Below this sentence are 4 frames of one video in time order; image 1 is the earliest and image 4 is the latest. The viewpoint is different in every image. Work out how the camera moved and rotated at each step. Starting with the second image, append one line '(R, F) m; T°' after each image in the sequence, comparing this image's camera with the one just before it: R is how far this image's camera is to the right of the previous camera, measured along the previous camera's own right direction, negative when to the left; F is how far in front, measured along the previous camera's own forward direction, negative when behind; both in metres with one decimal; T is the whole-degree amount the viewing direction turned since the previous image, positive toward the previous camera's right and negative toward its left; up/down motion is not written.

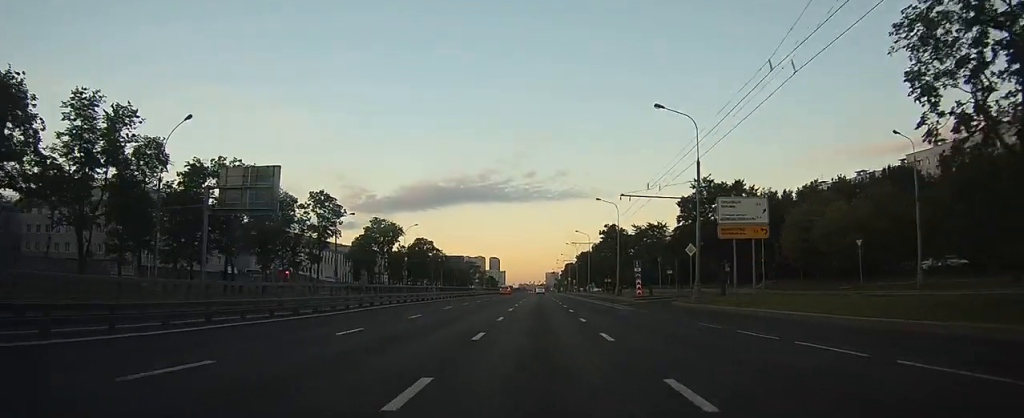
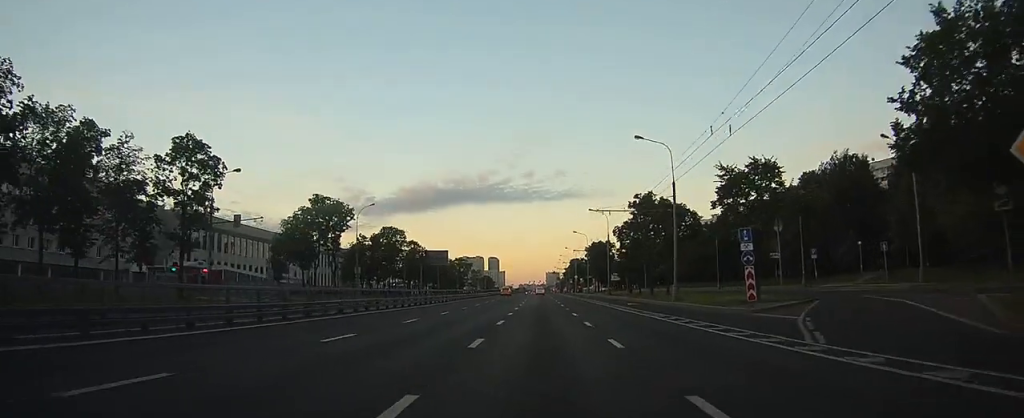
(0.0, +32.8) m; 0°
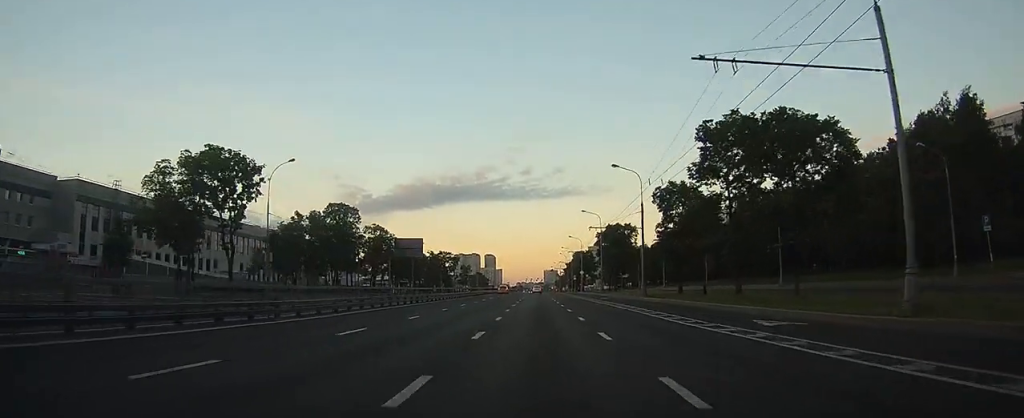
(0.0, +29.8) m; 0°
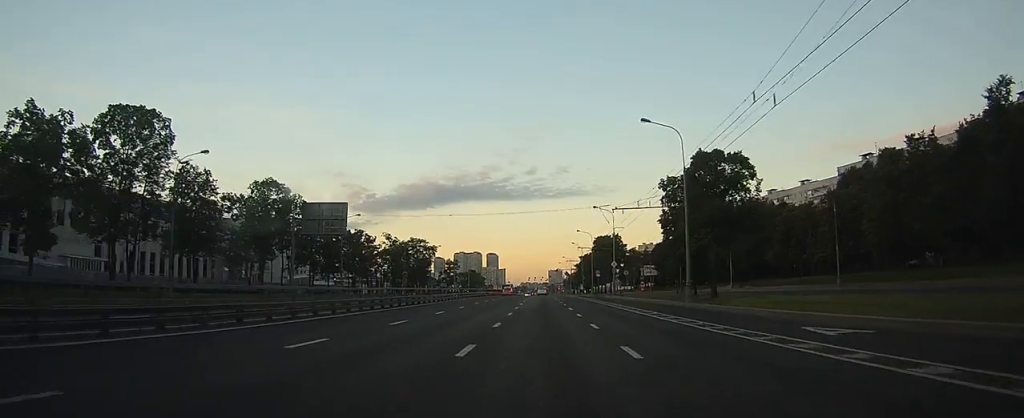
(-0.1, +49.5) m; +1°
